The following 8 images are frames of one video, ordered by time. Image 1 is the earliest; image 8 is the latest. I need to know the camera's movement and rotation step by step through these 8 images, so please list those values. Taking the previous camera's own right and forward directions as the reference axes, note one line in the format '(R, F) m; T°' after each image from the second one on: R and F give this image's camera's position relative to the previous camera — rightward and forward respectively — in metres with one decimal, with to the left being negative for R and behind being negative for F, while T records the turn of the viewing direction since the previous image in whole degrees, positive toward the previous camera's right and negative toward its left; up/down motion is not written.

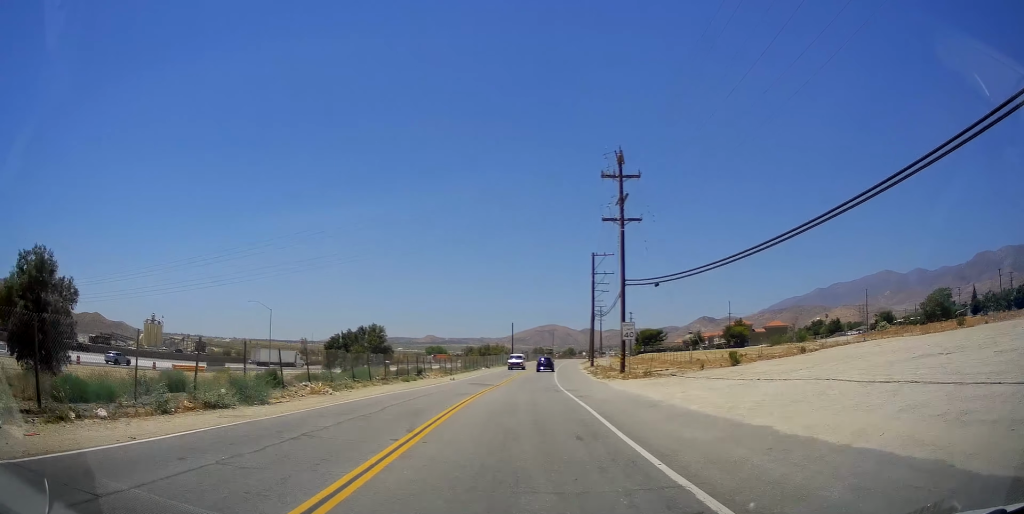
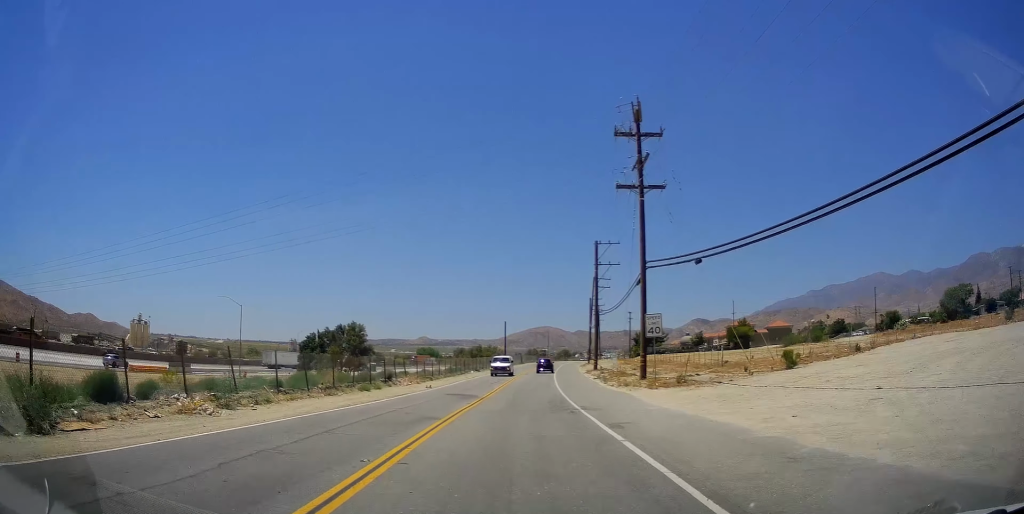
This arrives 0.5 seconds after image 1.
(0.0, +9.8) m; 0°
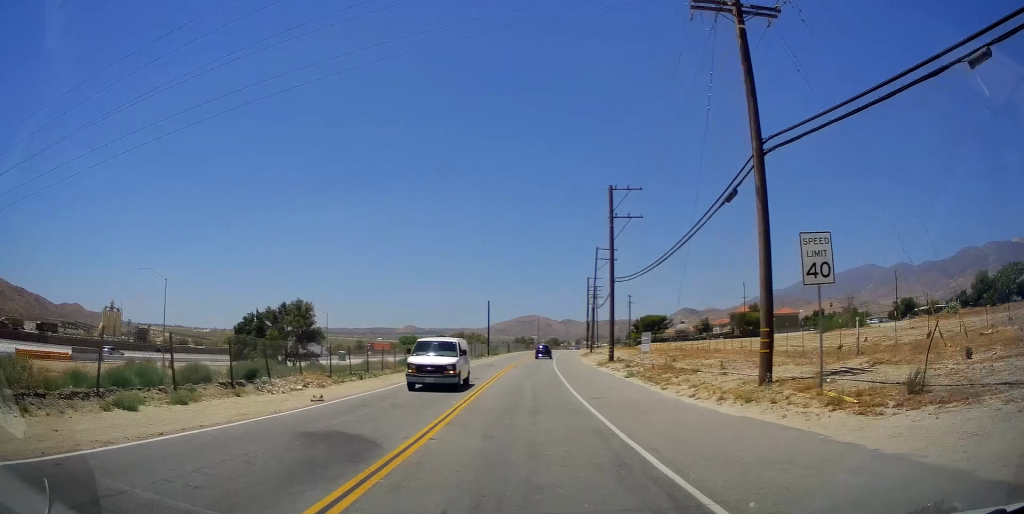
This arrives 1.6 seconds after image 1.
(-0.2, +19.8) m; 0°
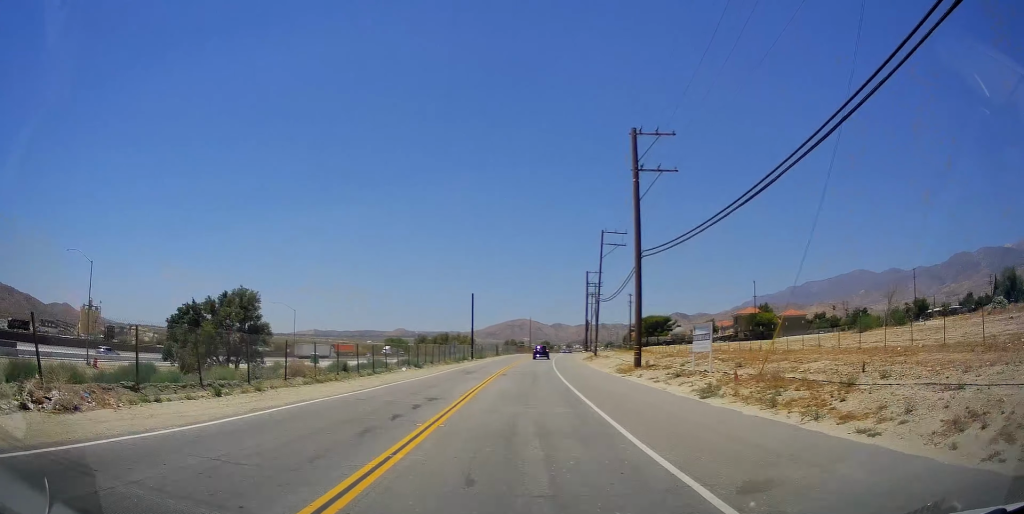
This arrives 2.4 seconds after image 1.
(-0.2, +13.3) m; +1°
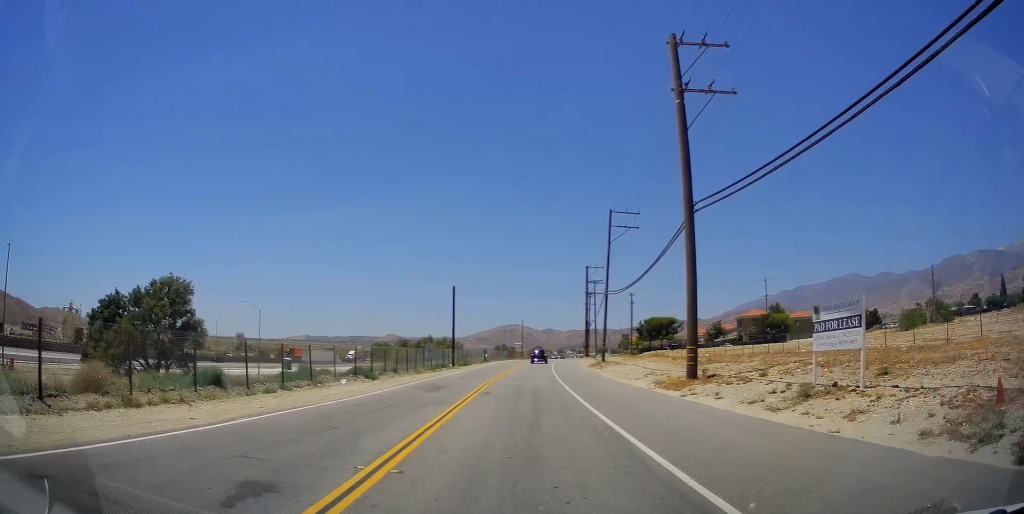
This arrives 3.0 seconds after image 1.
(+0.2, +11.7) m; +1°
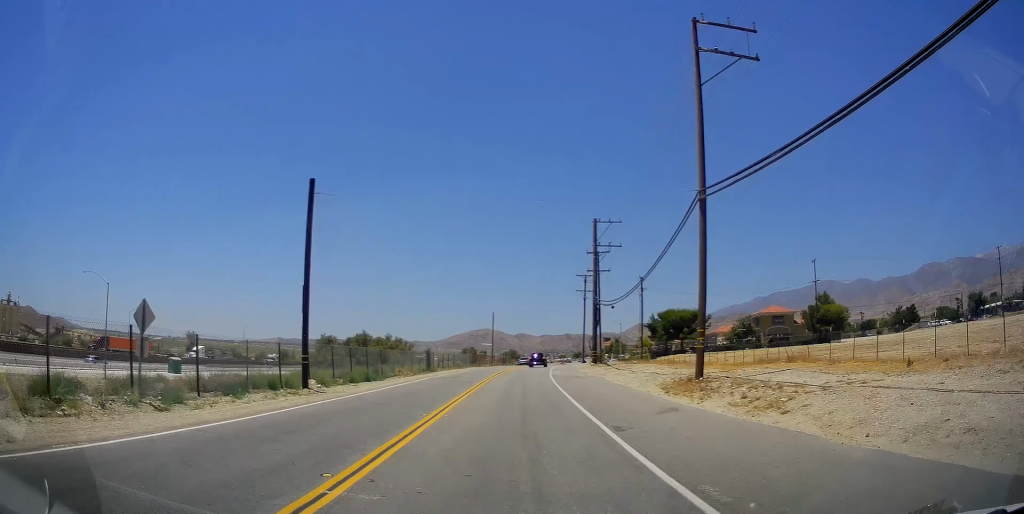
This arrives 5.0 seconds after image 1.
(+1.3, +34.5) m; +4°
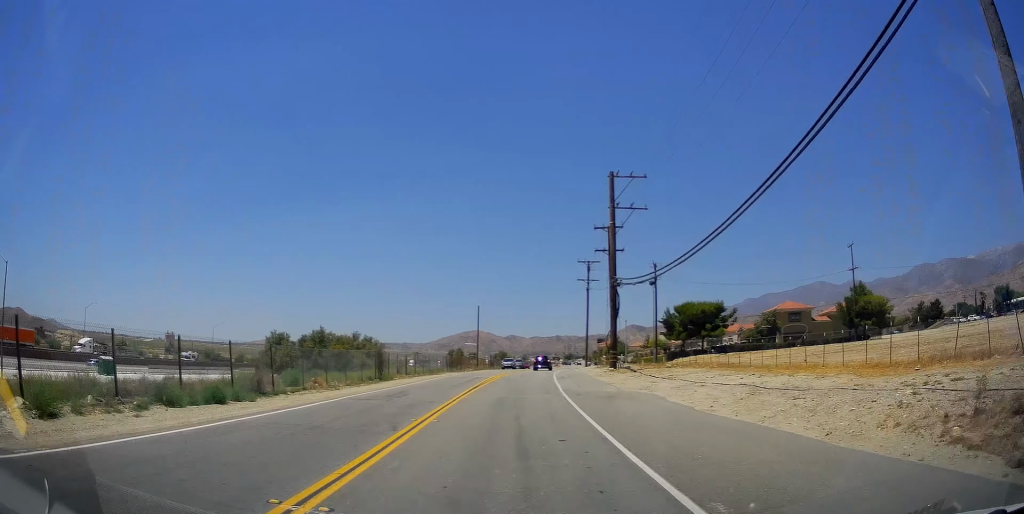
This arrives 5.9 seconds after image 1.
(+0.4, +17.2) m; +2°
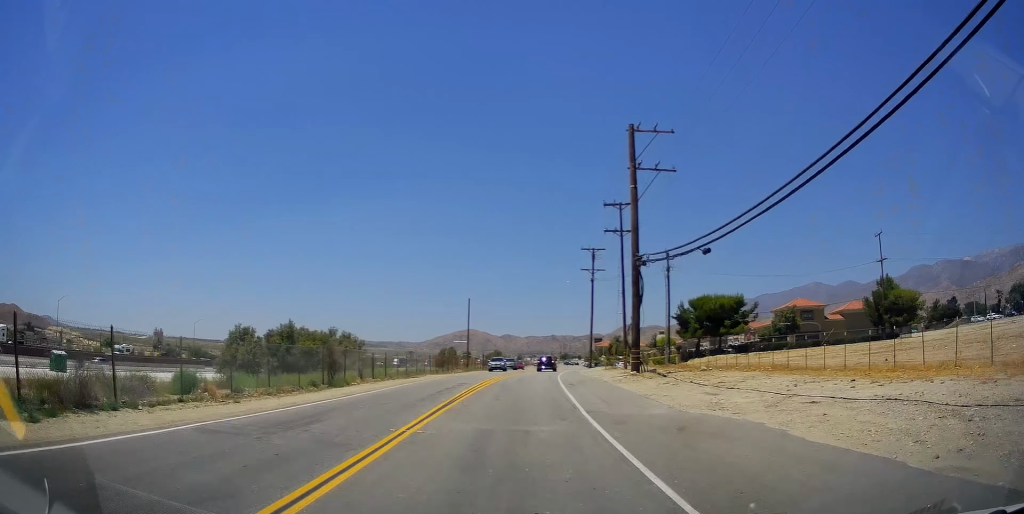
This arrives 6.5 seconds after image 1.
(0.0, +10.1) m; +1°
